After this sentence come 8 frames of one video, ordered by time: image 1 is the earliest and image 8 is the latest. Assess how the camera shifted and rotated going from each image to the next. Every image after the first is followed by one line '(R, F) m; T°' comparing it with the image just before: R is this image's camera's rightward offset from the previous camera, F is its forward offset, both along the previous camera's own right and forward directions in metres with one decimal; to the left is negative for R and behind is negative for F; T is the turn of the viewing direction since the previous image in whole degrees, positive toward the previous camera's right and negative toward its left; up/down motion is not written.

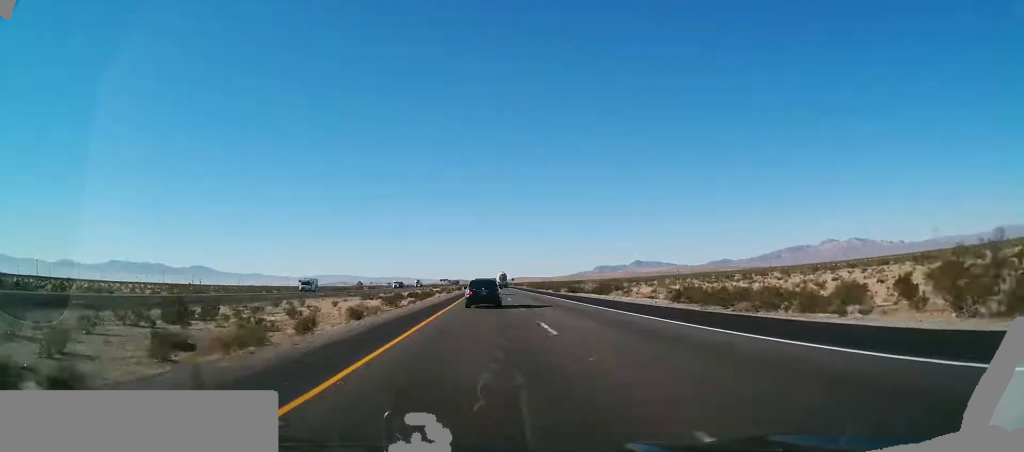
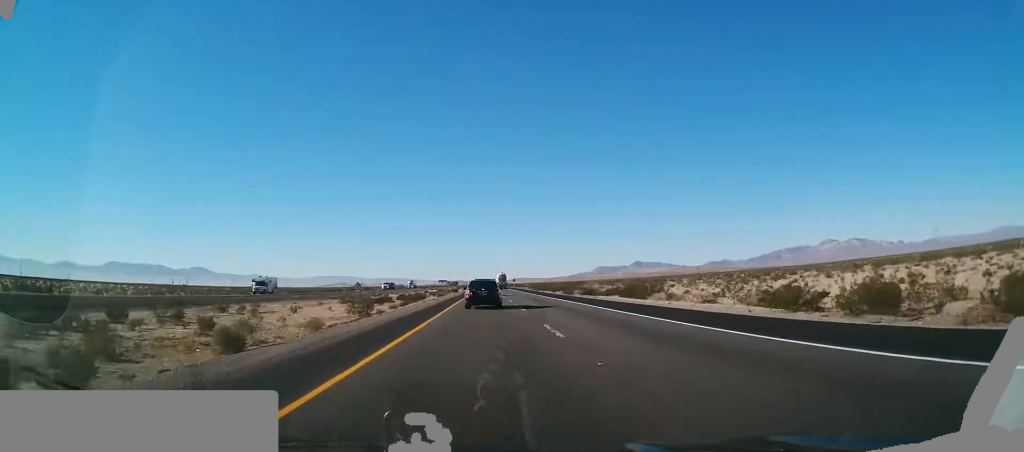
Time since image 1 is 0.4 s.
(0.0, +15.3) m; 0°
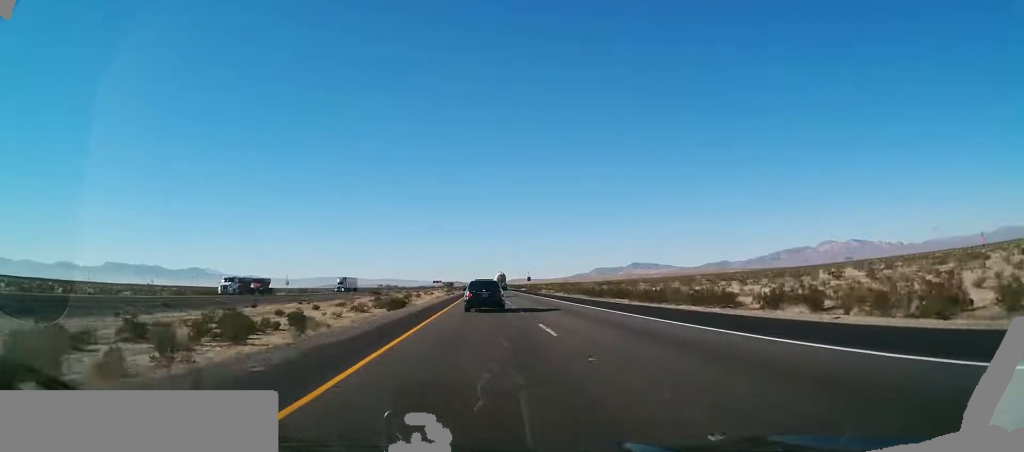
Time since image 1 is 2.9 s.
(+1.3, +87.1) m; +1°
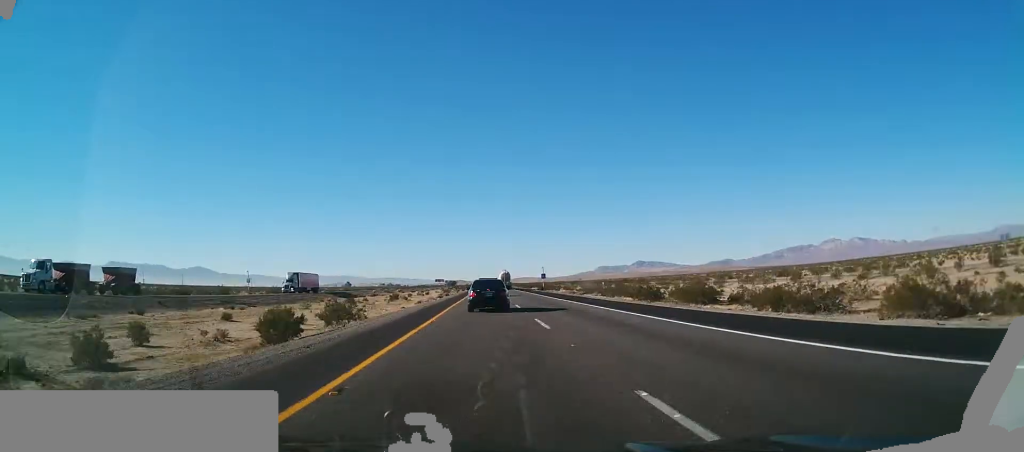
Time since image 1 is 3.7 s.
(-0.4, +27.1) m; -1°
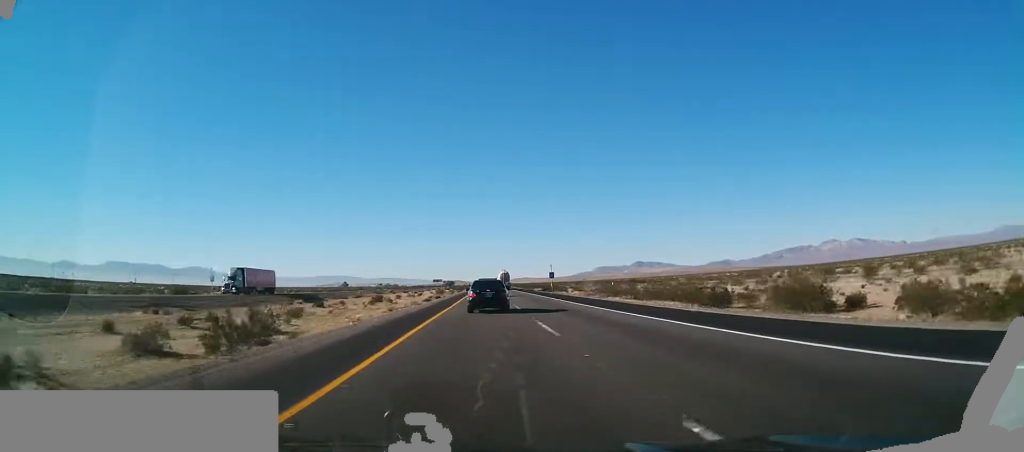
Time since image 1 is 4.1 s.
(0.0, +16.4) m; 0°
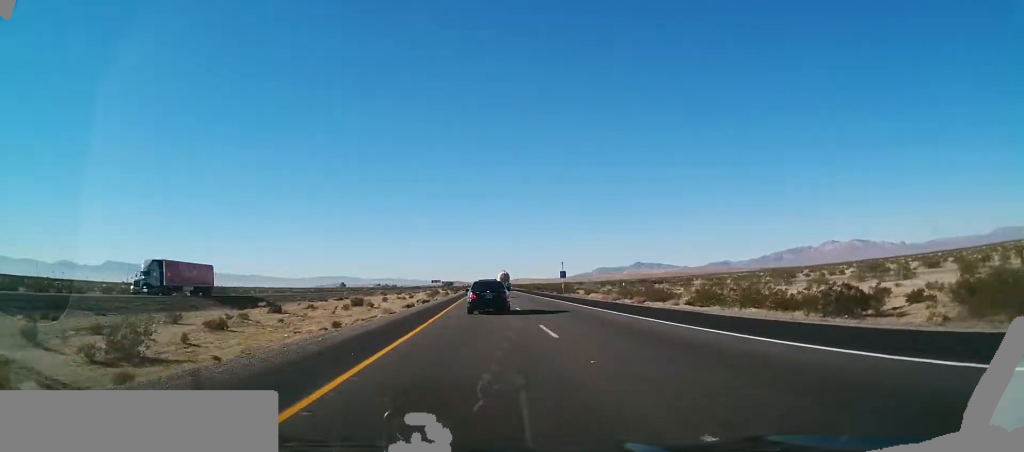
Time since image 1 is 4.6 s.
(0.0, +15.2) m; 0°
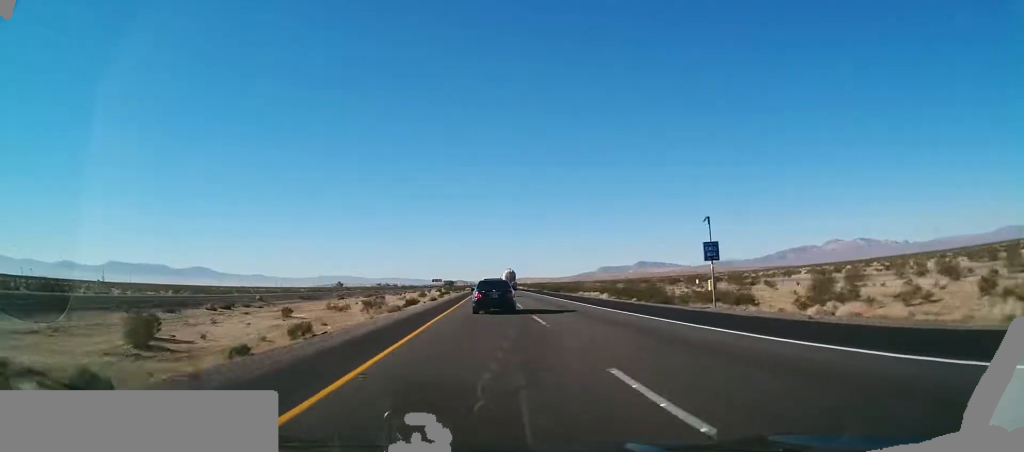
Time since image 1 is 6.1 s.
(-0.2, +54.5) m; 0°
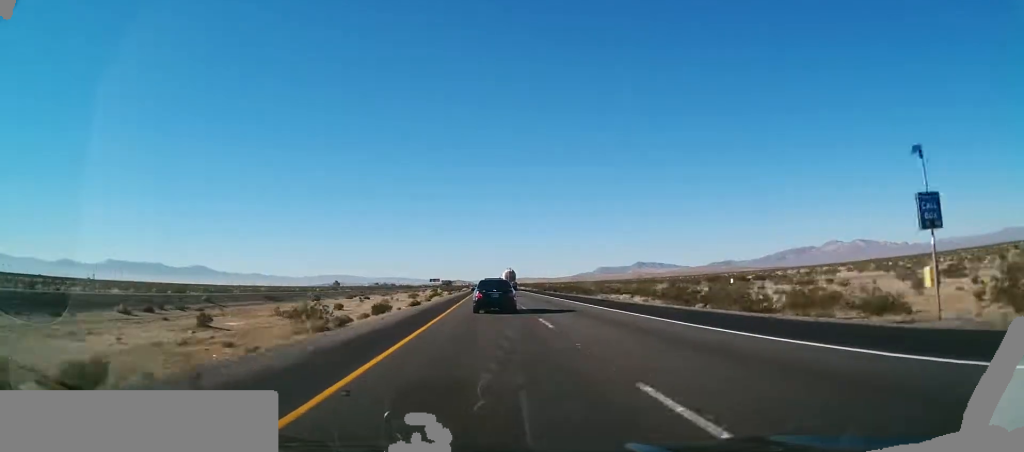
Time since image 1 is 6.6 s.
(-0.2, +16.1) m; 0°
